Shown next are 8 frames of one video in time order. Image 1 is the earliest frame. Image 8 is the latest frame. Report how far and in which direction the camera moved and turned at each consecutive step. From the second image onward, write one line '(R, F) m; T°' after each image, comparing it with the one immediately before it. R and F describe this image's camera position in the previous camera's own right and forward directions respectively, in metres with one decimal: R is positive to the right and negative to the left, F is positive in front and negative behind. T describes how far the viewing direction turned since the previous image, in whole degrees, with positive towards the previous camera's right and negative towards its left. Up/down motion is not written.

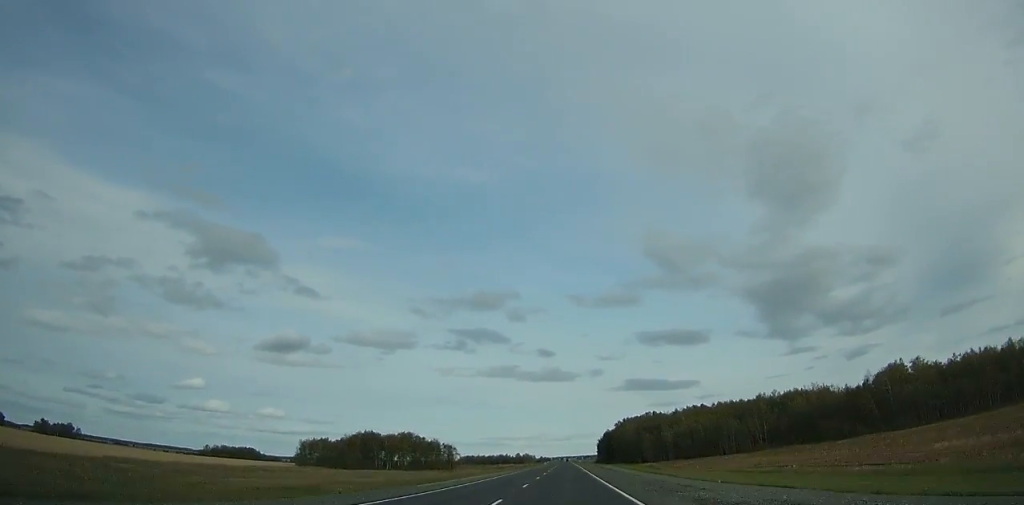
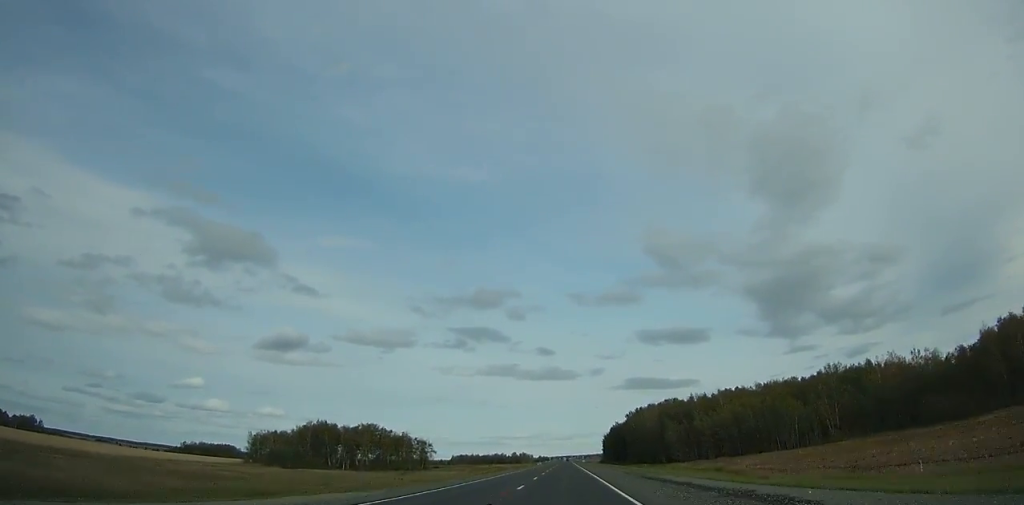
(+0.1, +50.8) m; 0°
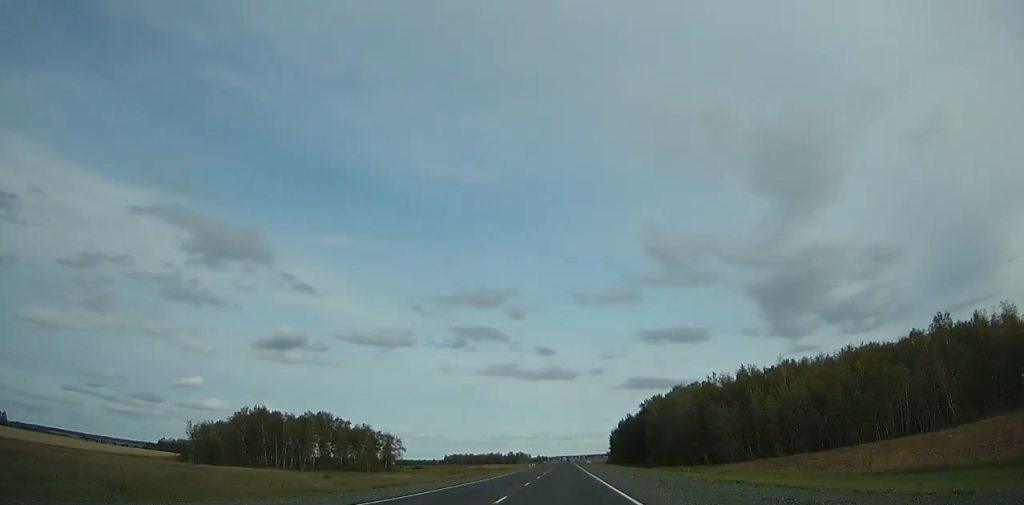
(0.0, +44.9) m; 0°
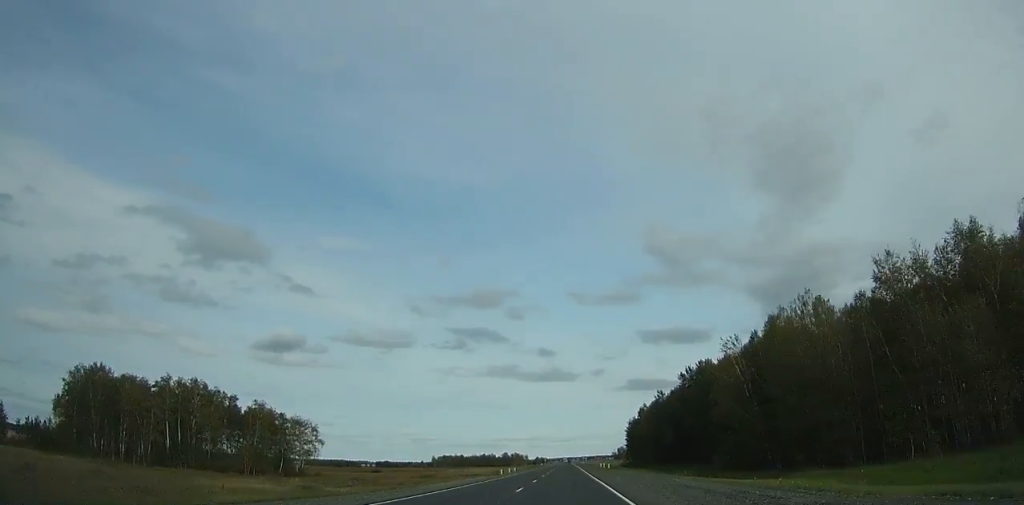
(+0.1, +64.6) m; 0°
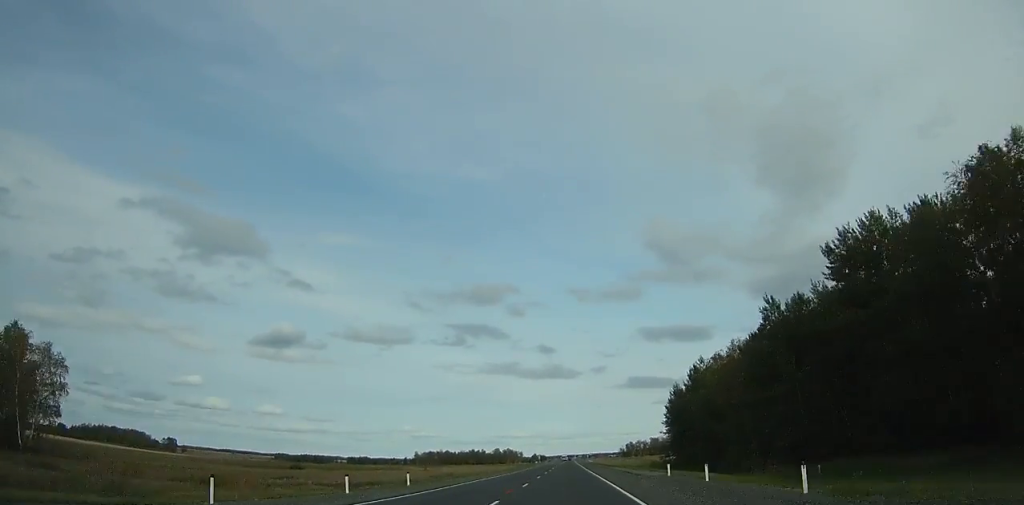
(0.0, +70.5) m; 0°
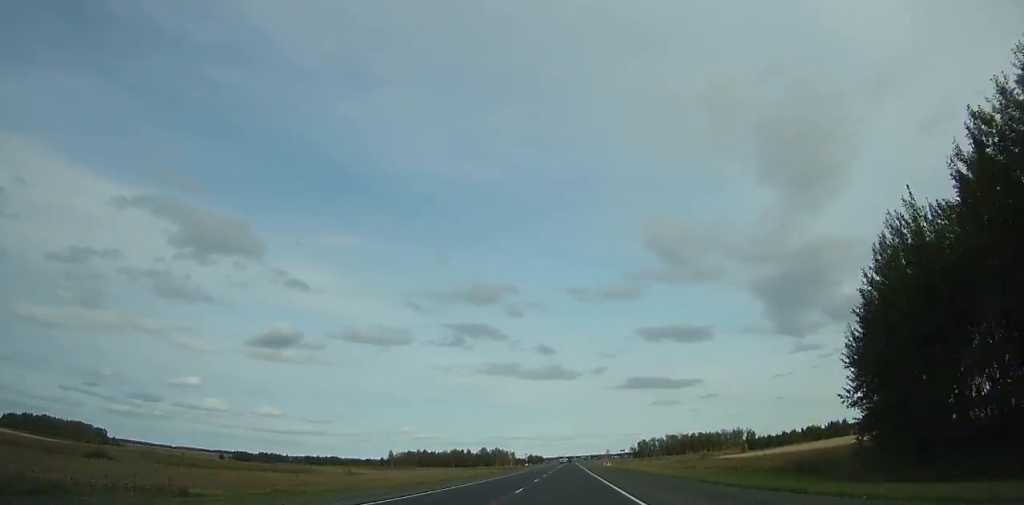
(0.0, +76.3) m; 0°
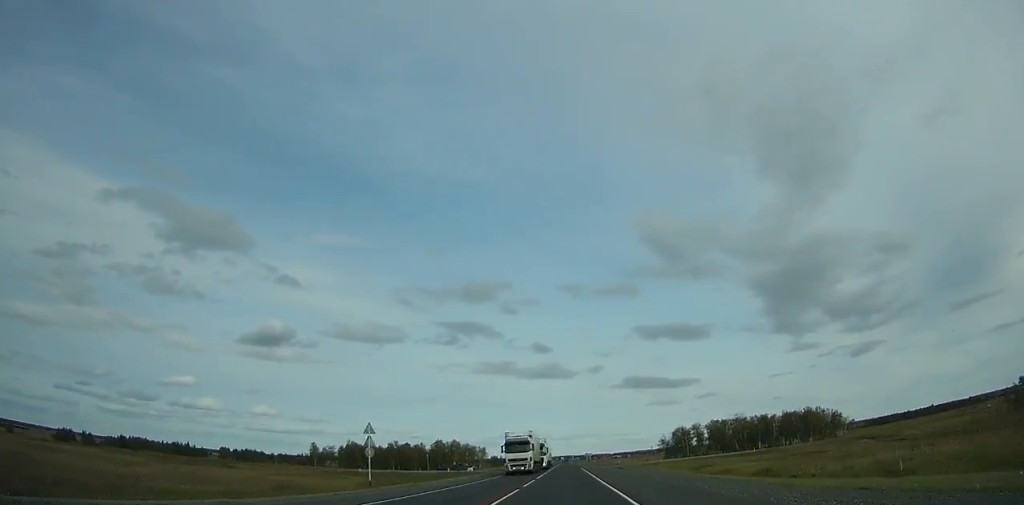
(0.0, +134.3) m; 0°
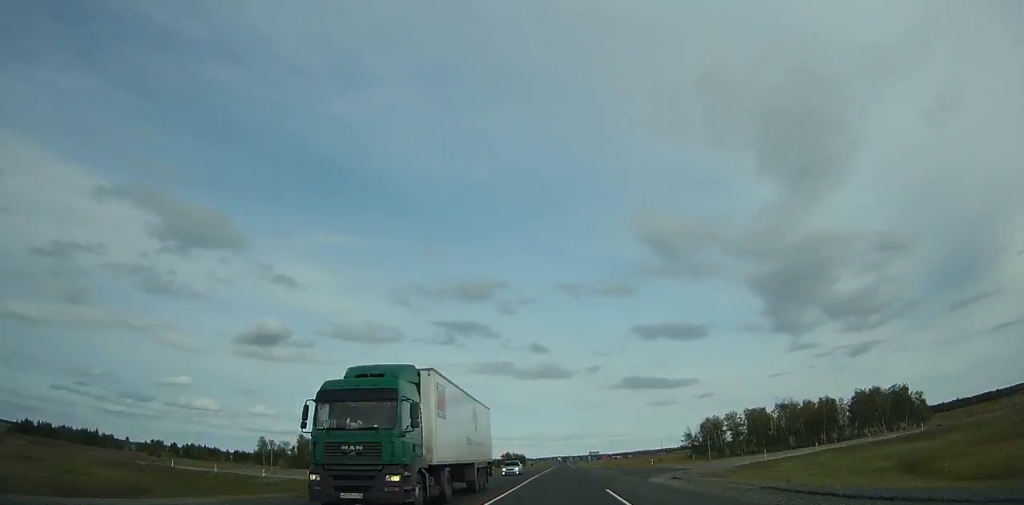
(+0.1, +54.4) m; 0°
